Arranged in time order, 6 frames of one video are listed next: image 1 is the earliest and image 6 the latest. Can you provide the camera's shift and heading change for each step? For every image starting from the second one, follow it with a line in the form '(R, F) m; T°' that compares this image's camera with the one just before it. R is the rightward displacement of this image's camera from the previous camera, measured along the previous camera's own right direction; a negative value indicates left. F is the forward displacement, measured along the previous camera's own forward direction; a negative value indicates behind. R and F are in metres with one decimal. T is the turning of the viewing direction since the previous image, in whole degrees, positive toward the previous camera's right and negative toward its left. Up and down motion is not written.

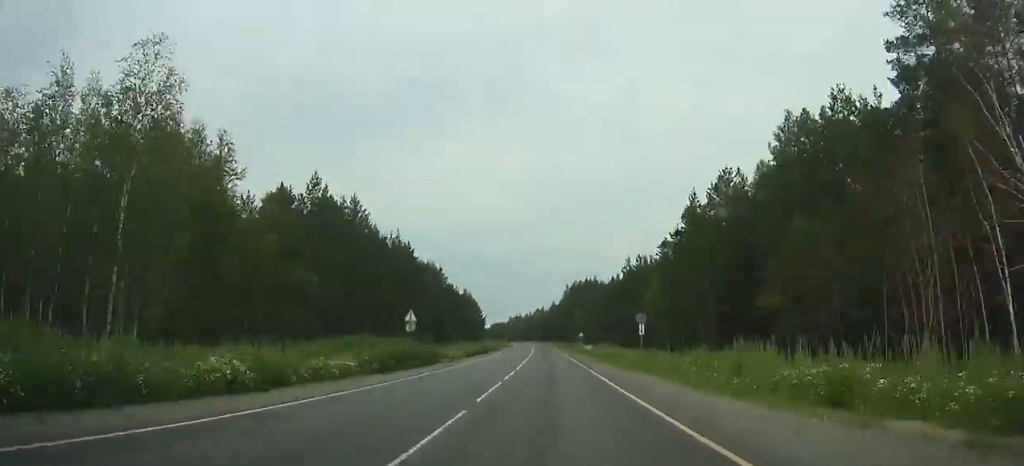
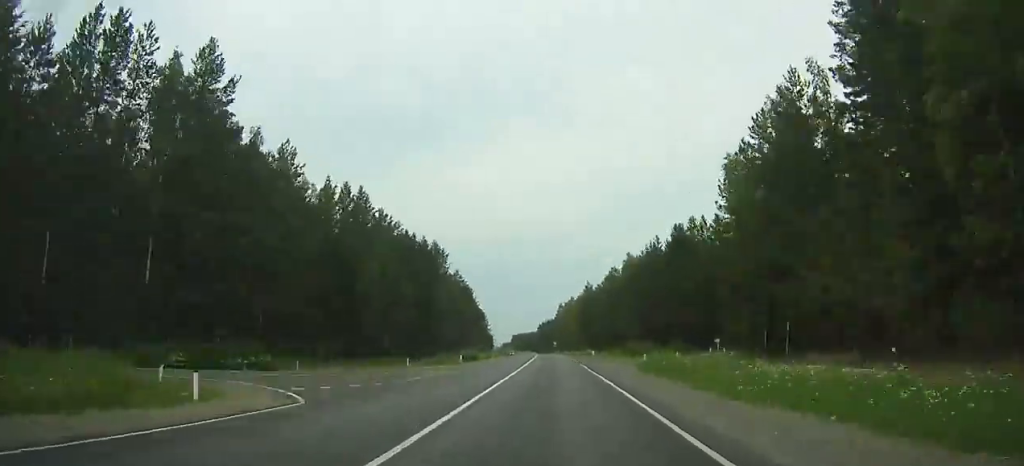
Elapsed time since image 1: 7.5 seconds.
(-11.4, +216.0) m; -12°
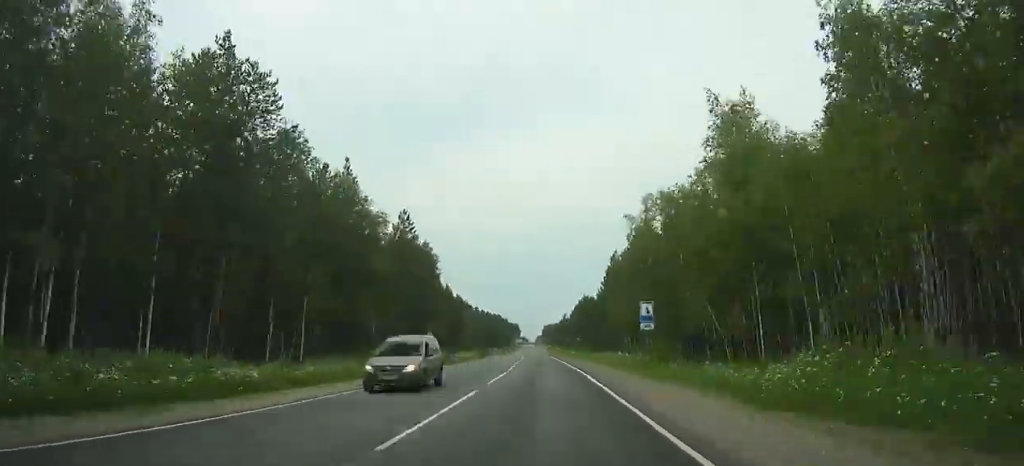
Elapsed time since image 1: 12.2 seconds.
(-31.2, +141.8) m; -14°
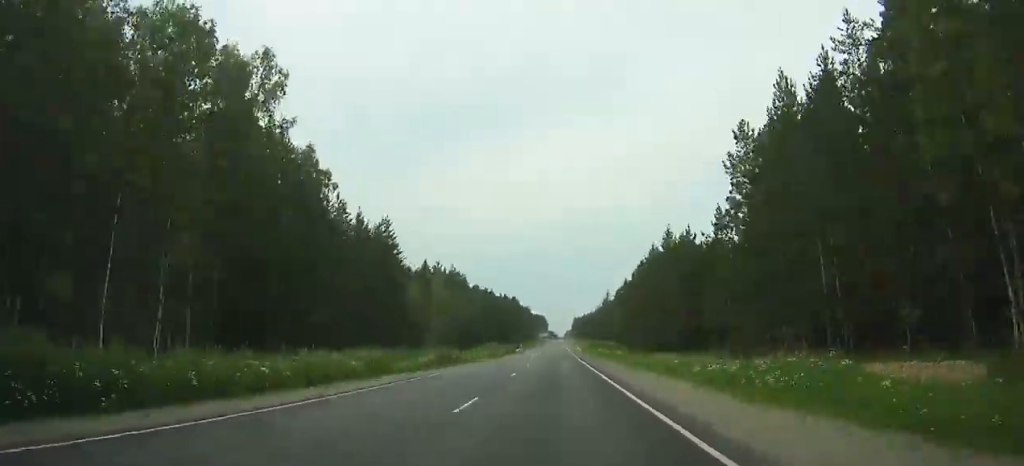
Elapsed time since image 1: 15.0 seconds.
(+3.2, +87.9) m; +16°
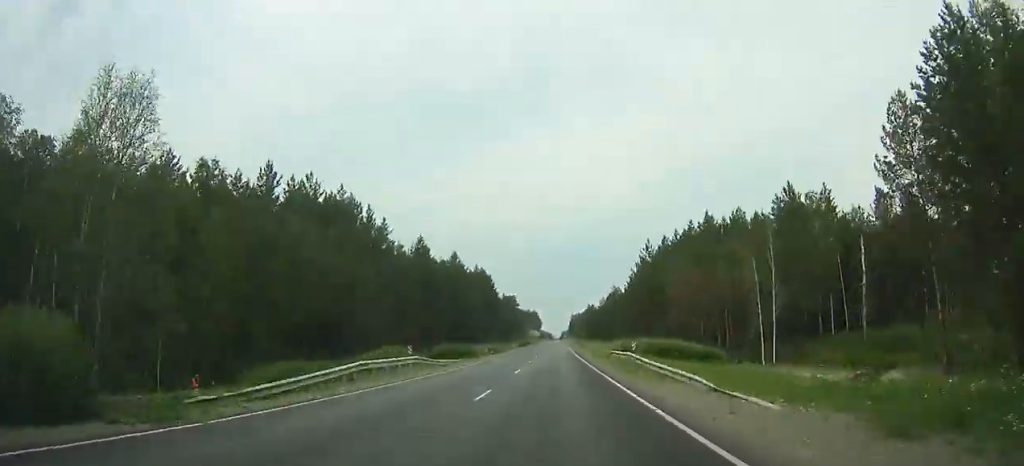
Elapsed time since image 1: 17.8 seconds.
(+18.3, +74.0) m; +15°
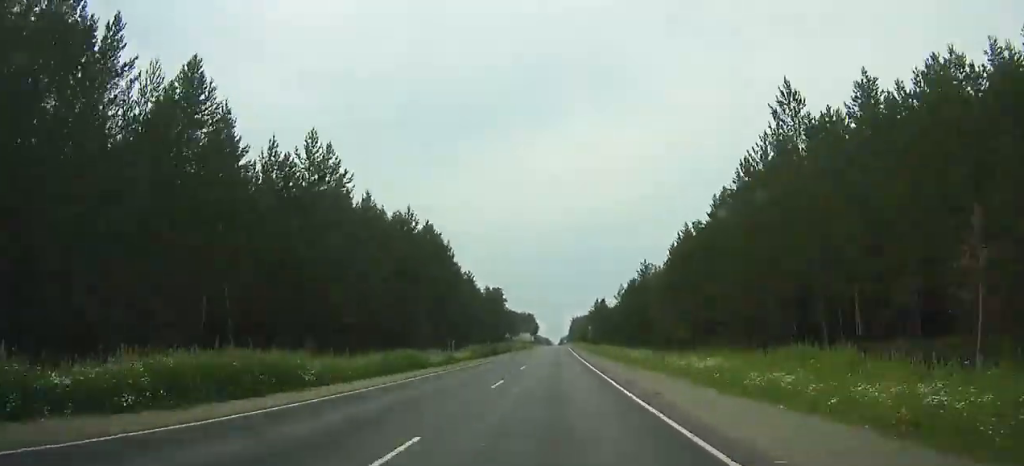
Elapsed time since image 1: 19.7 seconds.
(+10.6, +47.8) m; 0°
